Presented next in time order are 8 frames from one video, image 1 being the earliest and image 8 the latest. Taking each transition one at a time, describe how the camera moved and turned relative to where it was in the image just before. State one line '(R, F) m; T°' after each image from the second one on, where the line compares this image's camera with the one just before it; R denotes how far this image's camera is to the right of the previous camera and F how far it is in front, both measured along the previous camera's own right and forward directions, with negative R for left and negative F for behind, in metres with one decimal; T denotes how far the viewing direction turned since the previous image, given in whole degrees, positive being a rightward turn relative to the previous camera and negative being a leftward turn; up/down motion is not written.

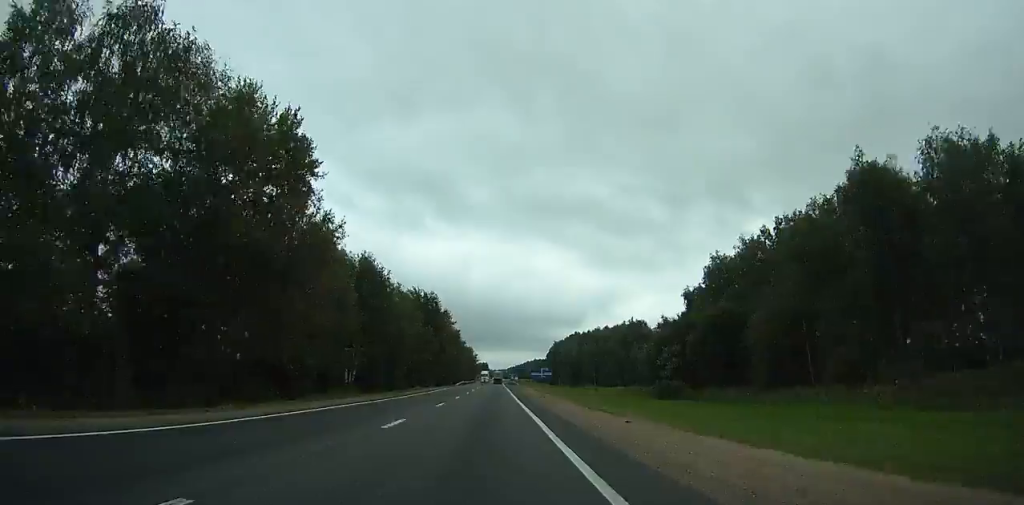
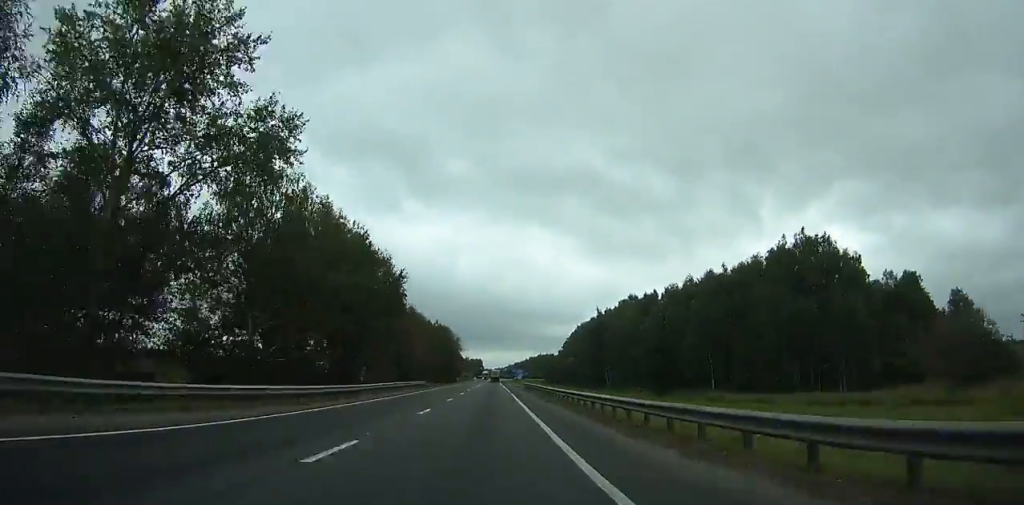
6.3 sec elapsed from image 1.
(+0.1, +139.9) m; 0°
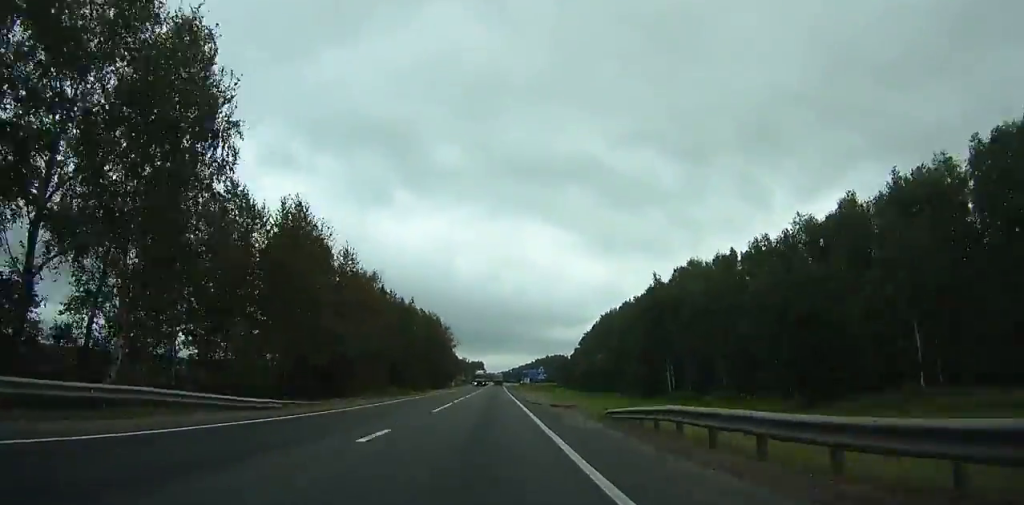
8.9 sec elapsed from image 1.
(0.0, +56.7) m; 0°
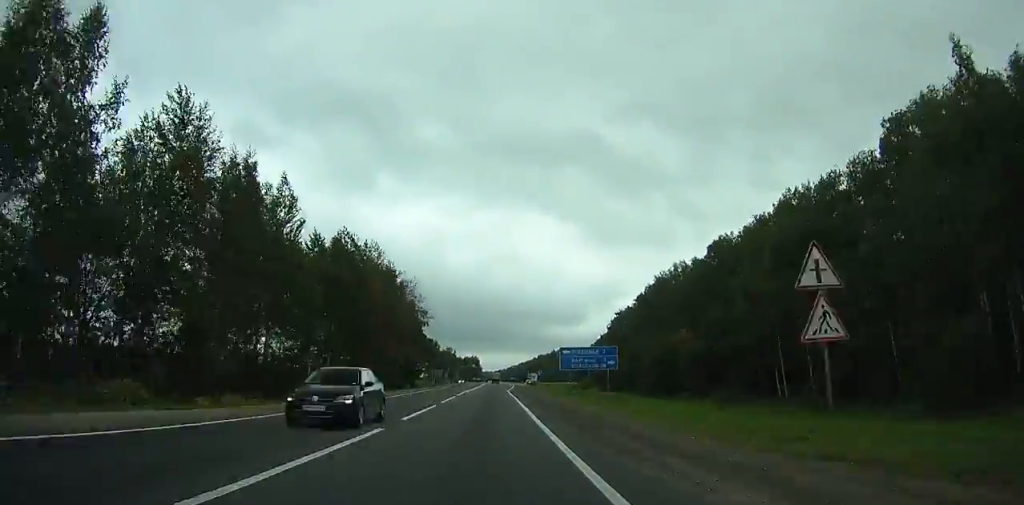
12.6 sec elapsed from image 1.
(+0.2, +79.8) m; 0°
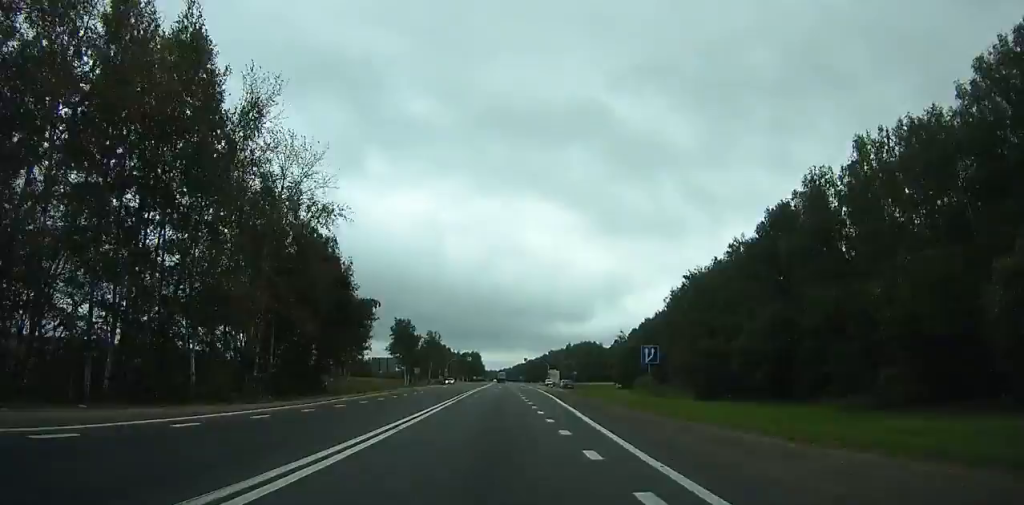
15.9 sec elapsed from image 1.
(-0.2, +70.9) m; 0°
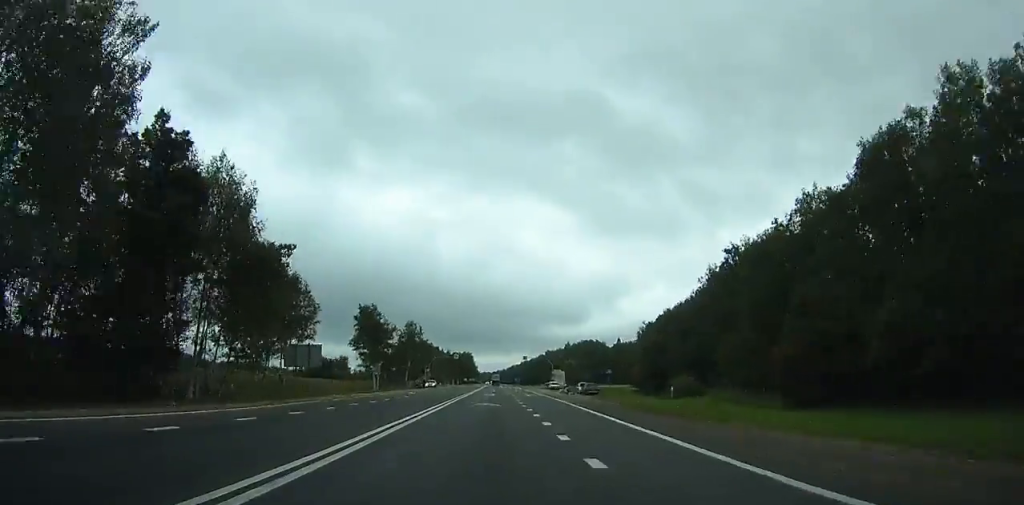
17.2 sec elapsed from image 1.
(0.0, +28.0) m; 0°
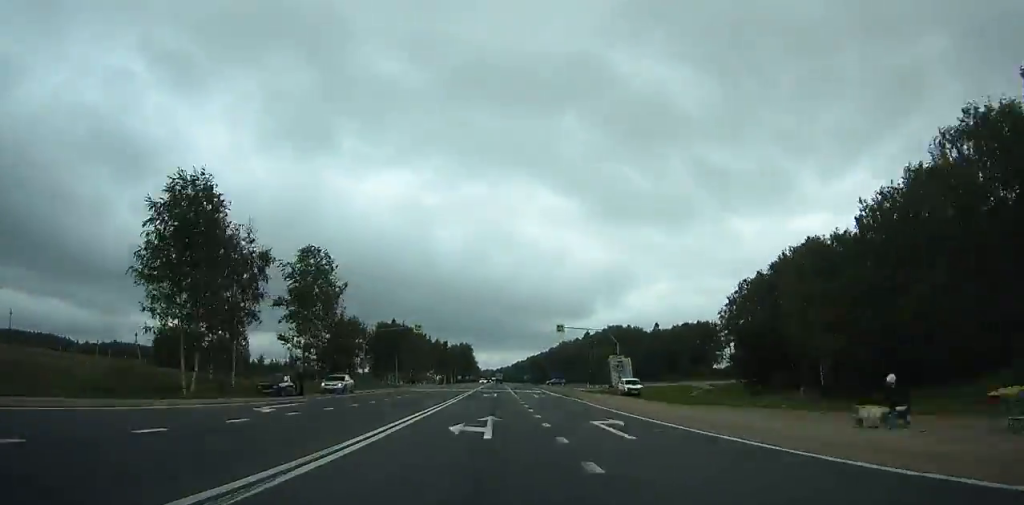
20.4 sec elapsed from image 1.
(+0.3, +69.2) m; 0°
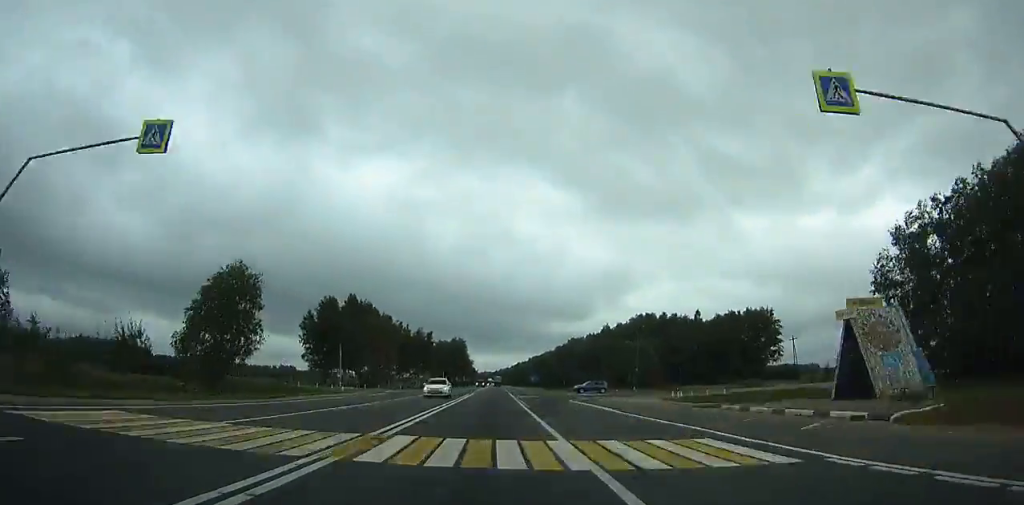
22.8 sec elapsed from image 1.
(-0.3, +52.3) m; 0°
